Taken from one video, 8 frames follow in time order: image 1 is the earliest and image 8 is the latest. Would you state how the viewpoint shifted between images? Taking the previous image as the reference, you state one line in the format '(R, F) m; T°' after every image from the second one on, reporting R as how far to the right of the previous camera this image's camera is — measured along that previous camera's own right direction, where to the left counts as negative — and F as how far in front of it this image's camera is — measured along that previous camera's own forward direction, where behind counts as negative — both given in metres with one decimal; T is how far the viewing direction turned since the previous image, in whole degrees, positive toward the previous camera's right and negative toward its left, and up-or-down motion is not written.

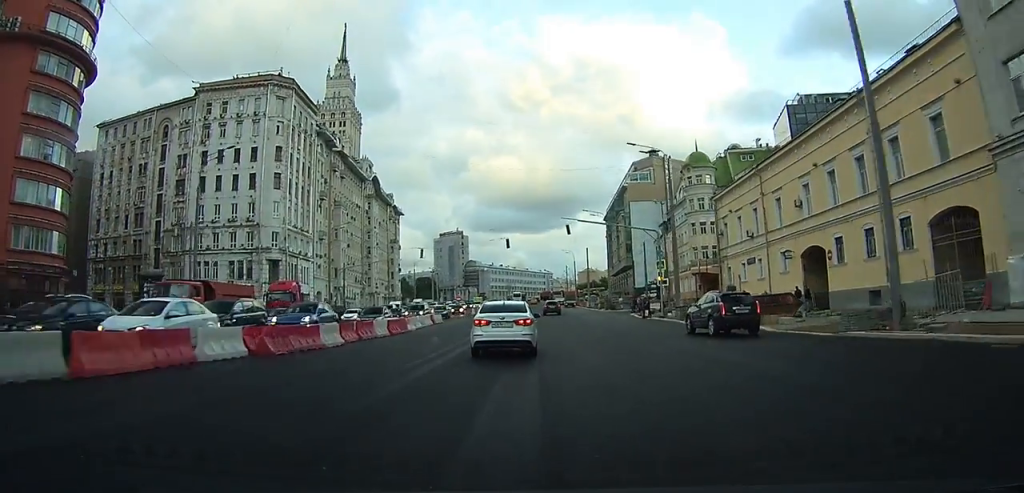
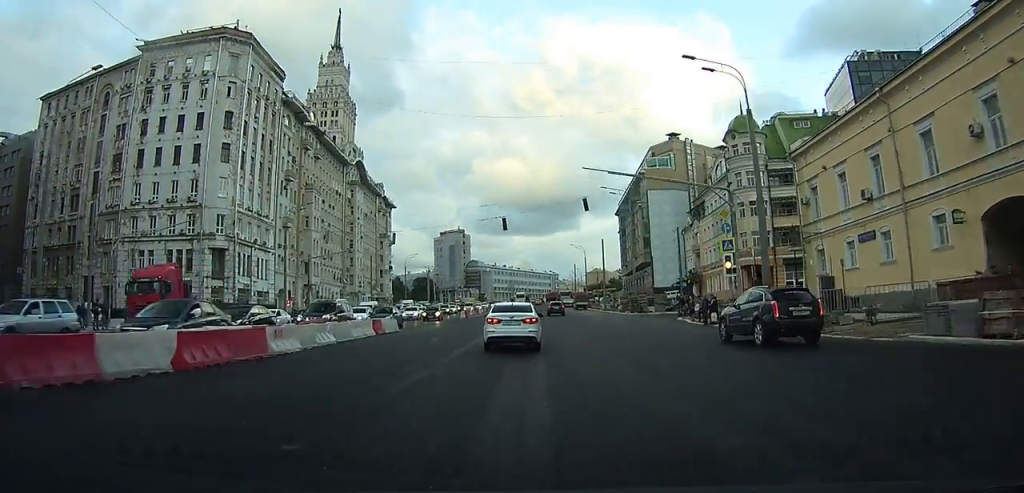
(-0.4, +18.7) m; -1°
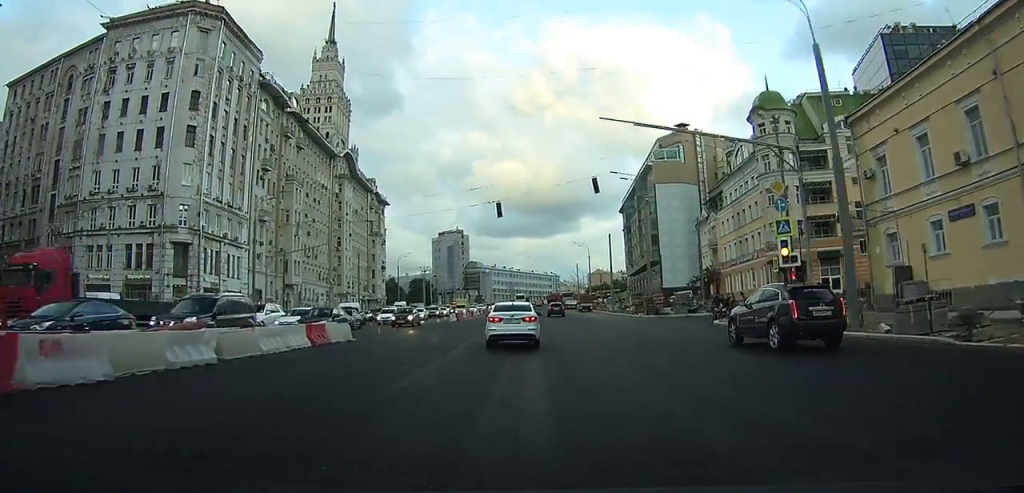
(0.0, +8.6) m; 0°
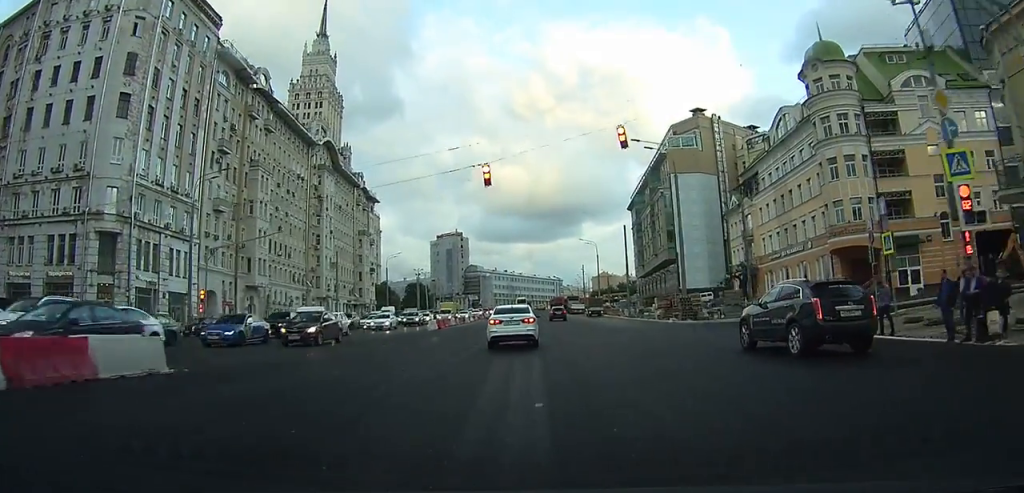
(0.0, +12.9) m; -1°
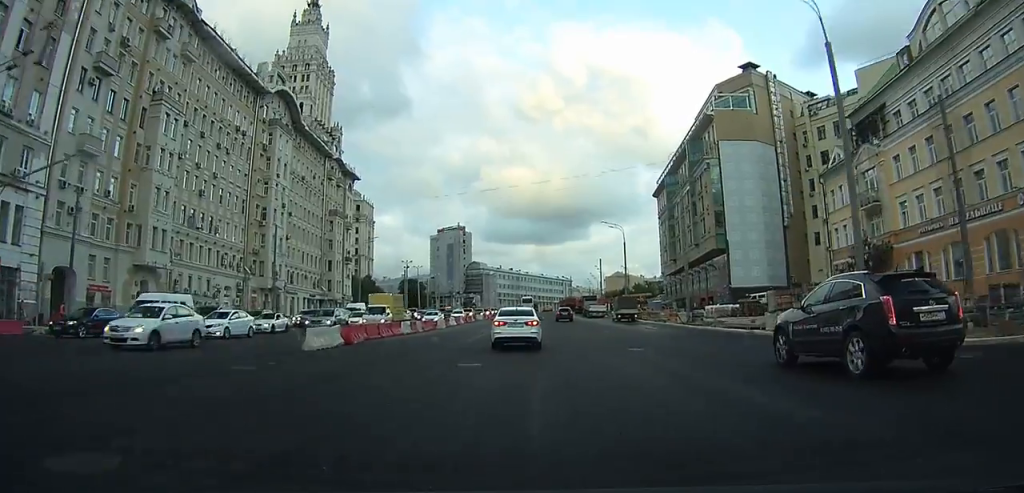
(-0.9, +24.4) m; -3°
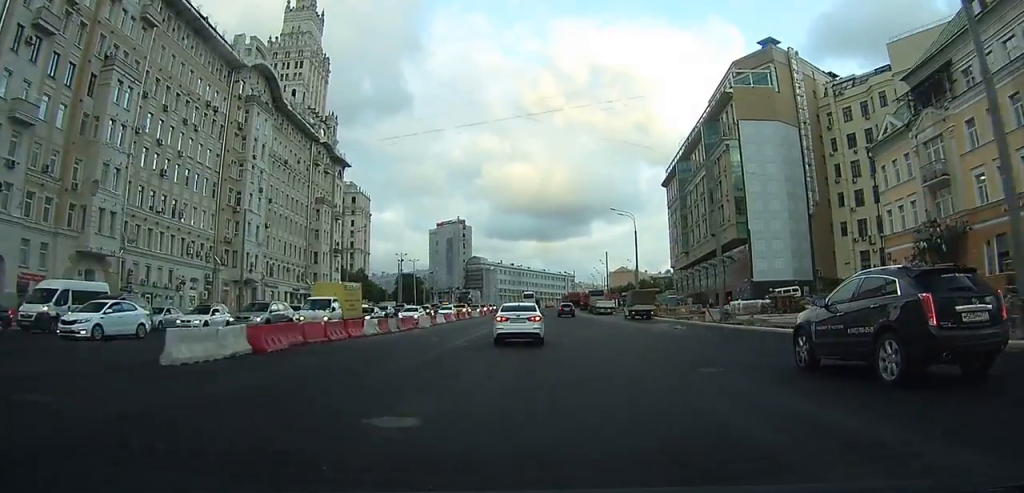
(-0.1, +7.9) m; -1°
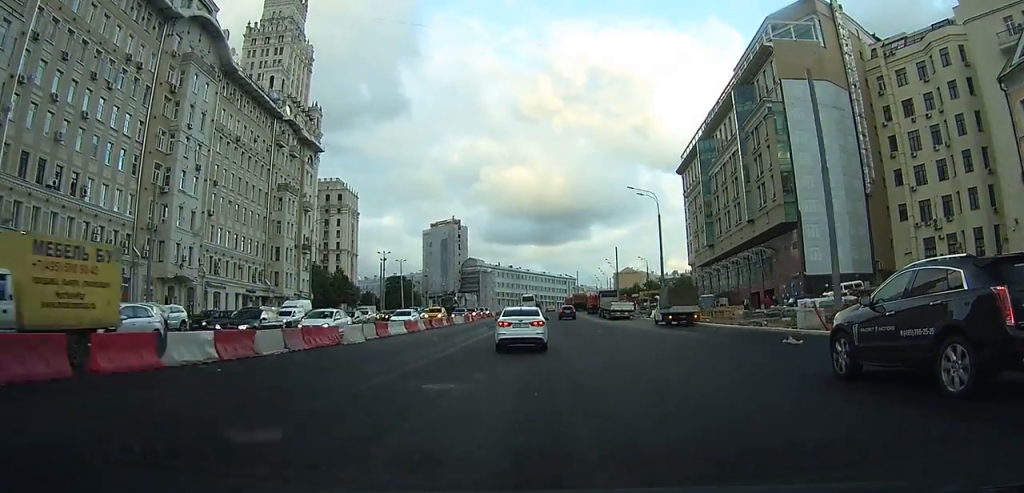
(-0.1, +15.0) m; -1°
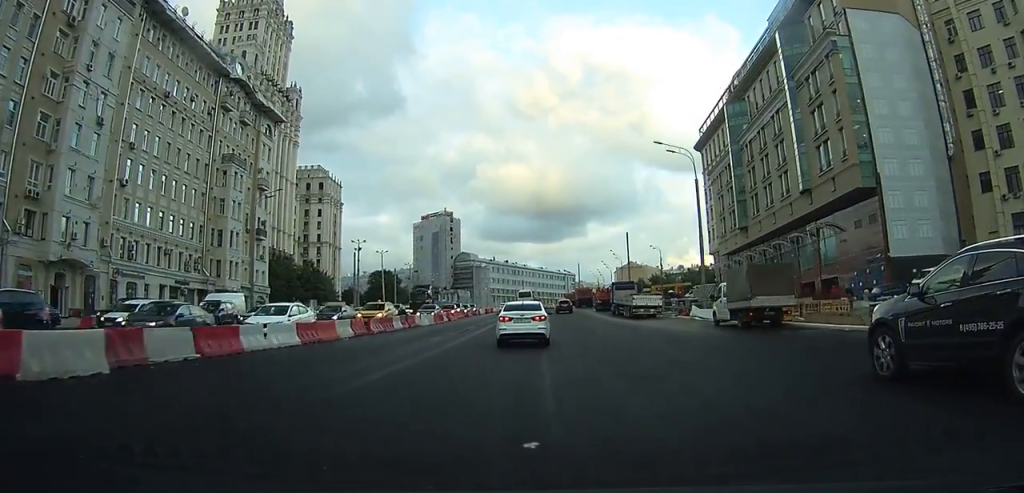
(-0.2, +15.6) m; -1°
